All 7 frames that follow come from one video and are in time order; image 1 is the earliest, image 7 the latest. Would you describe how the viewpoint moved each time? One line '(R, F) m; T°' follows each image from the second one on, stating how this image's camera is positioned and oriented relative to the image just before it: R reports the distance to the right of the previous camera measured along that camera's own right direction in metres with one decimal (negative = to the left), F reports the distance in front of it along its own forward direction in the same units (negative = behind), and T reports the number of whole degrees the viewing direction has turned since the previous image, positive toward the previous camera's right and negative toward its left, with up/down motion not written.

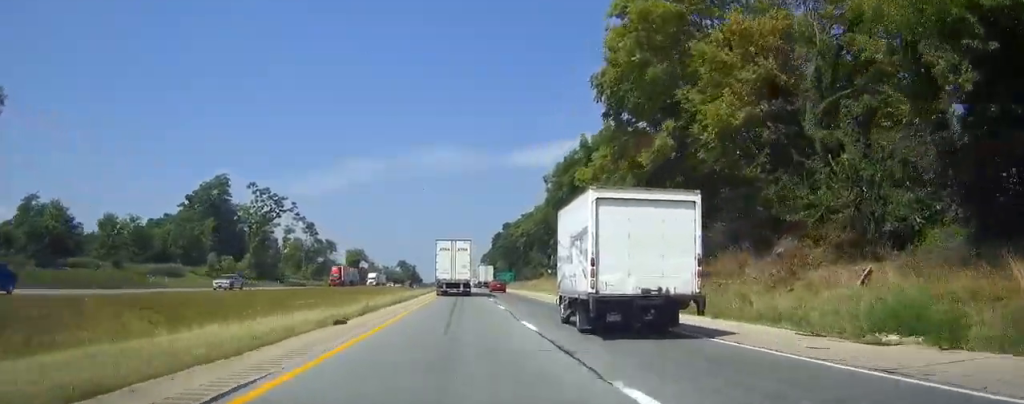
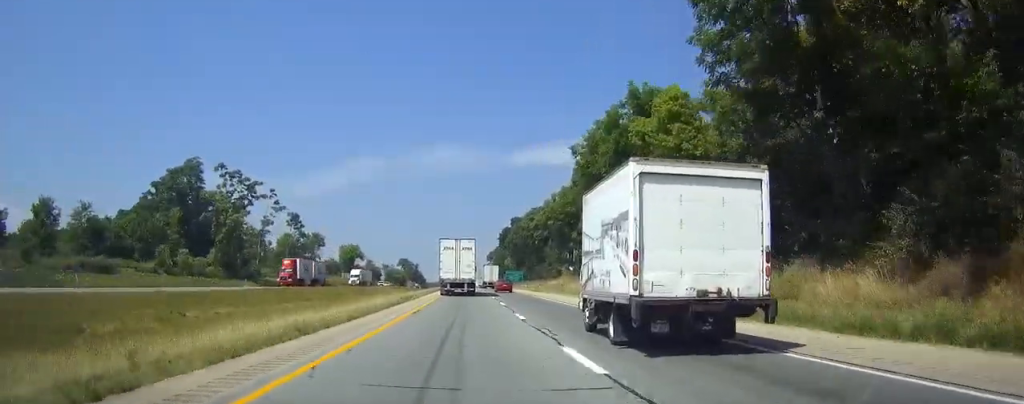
(0.0, +19.8) m; 0°
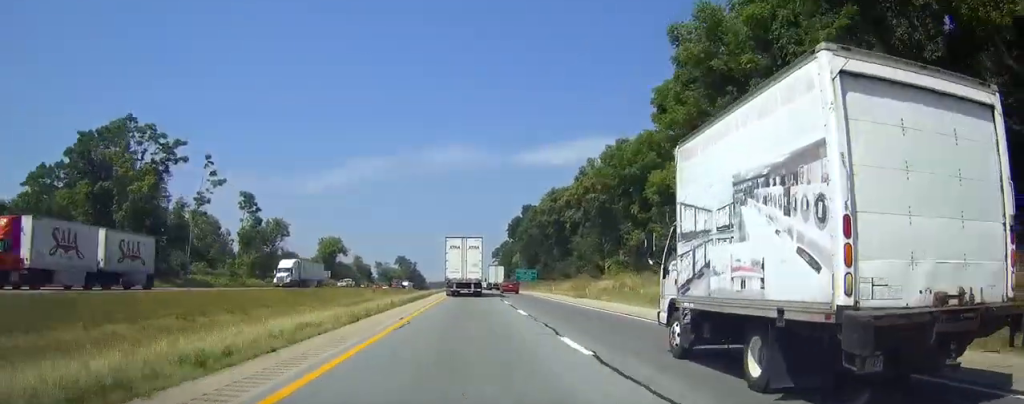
(0.0, +33.9) m; 0°
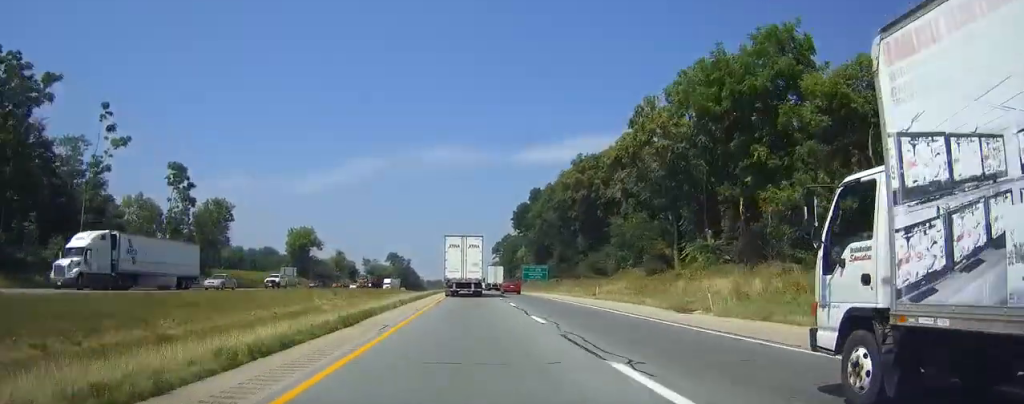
(-0.1, +29.2) m; 0°
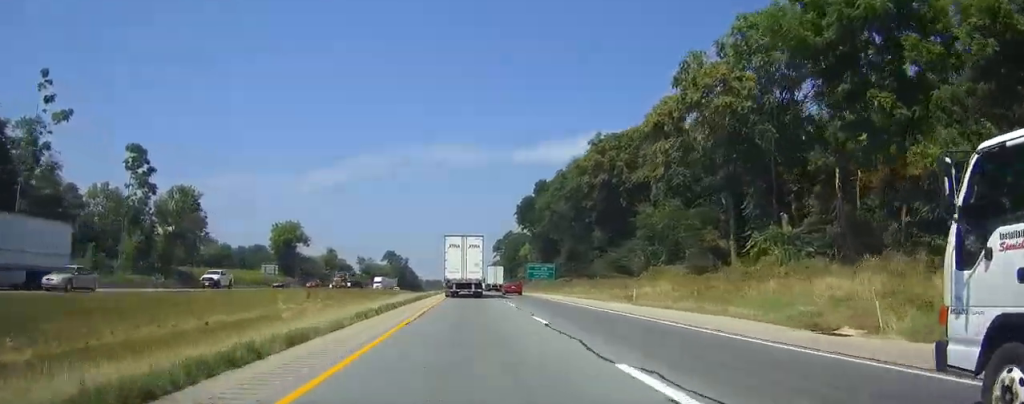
(0.0, +12.2) m; 0°
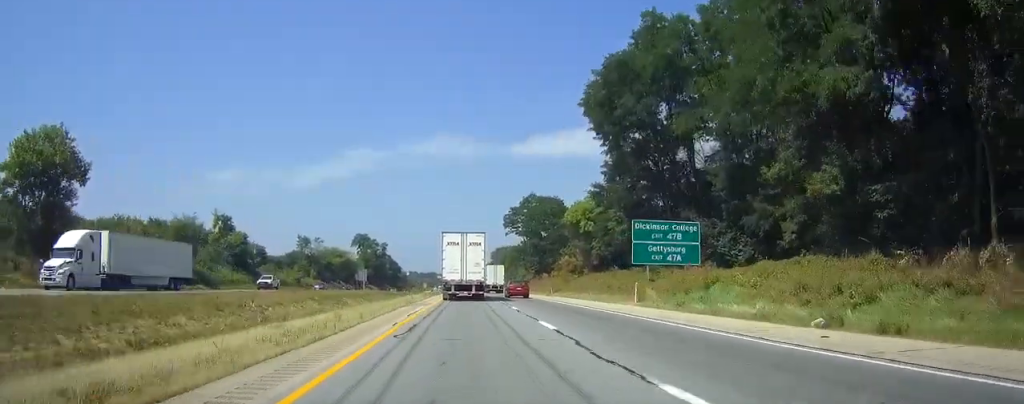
(+0.3, +87.1) m; 0°
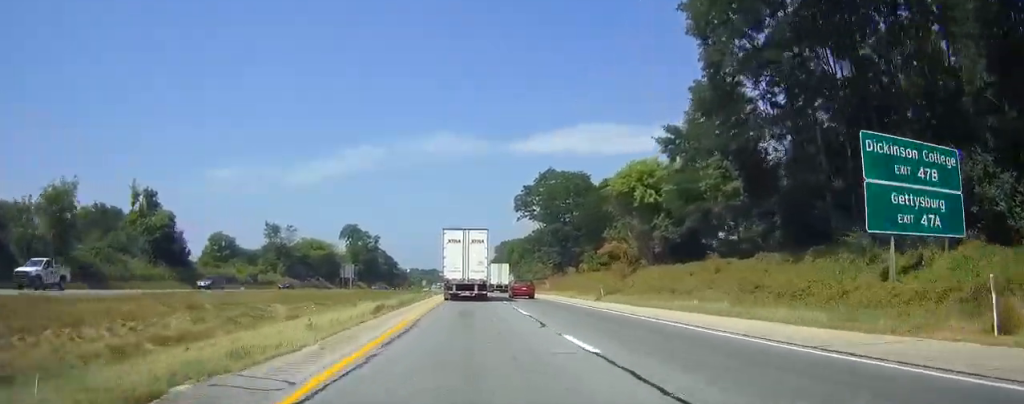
(-0.1, +29.6) m; 0°
